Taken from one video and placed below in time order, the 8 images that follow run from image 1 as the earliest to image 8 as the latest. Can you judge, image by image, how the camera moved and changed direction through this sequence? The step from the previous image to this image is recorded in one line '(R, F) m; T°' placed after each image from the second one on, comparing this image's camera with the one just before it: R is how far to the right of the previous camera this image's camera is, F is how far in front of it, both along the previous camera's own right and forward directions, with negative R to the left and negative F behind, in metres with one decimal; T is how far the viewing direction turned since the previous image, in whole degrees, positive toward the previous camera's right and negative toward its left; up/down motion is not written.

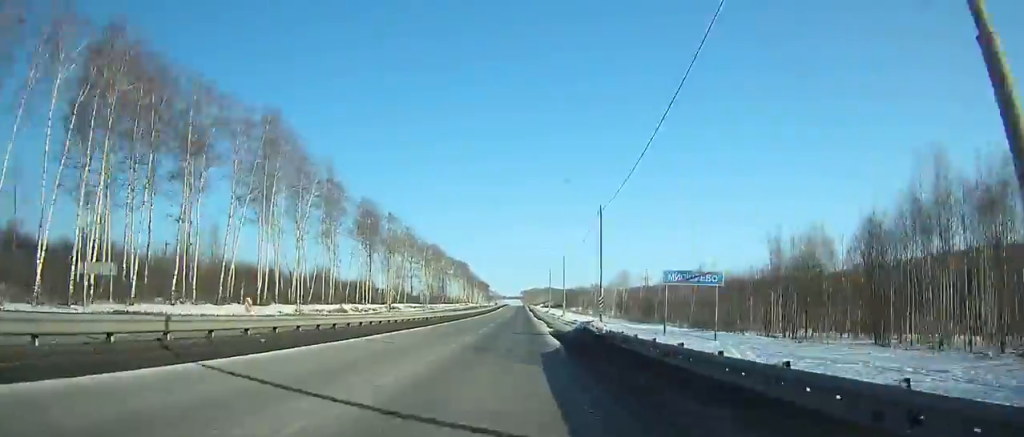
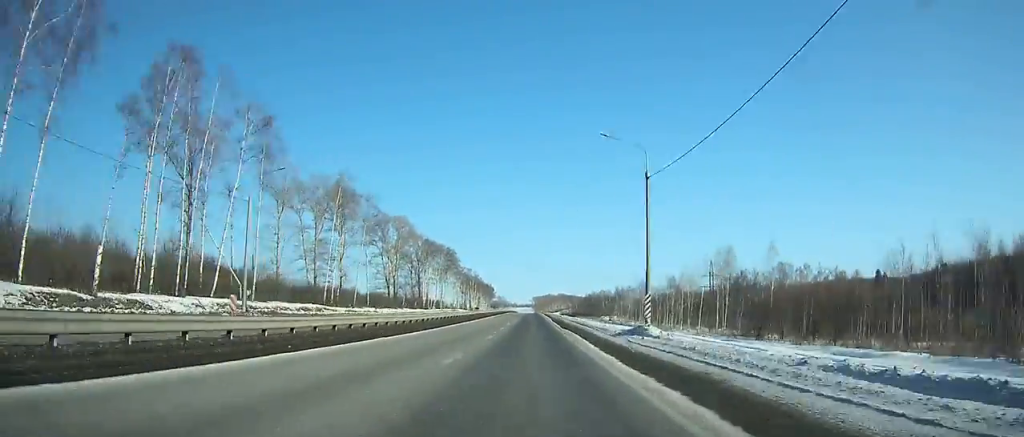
(-0.6, +93.3) m; 0°
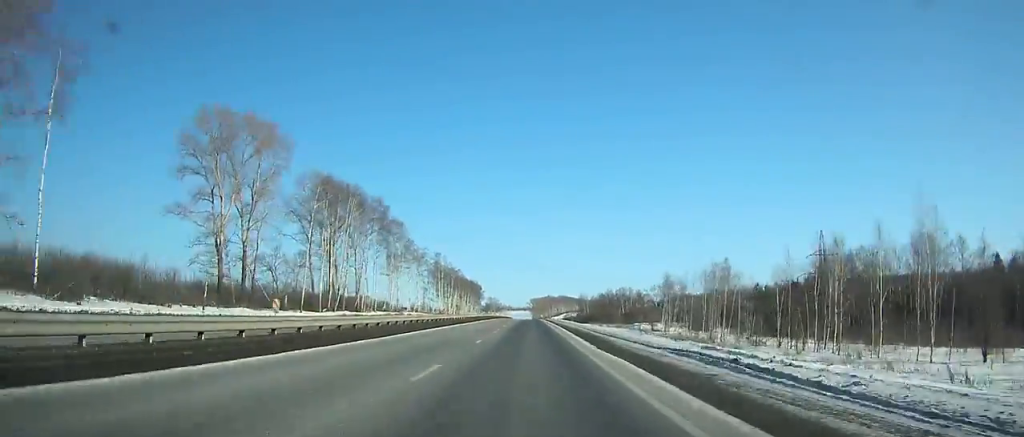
(+0.4, +86.5) m; 0°
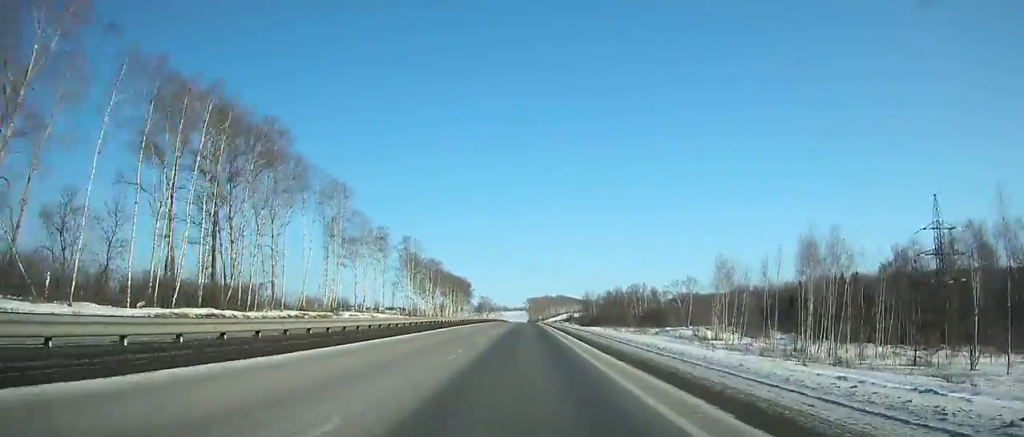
(-0.1, +42.4) m; 0°
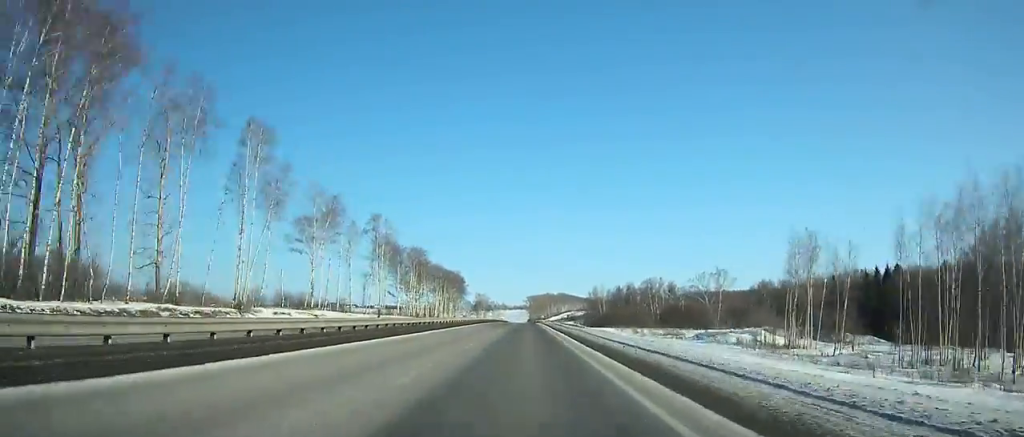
(0.0, +29.9) m; 0°
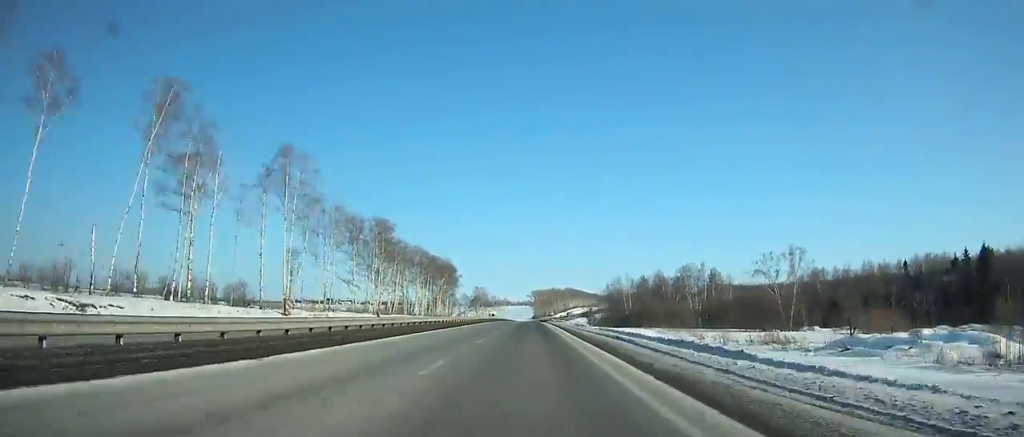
(-0.1, +44.9) m; 0°
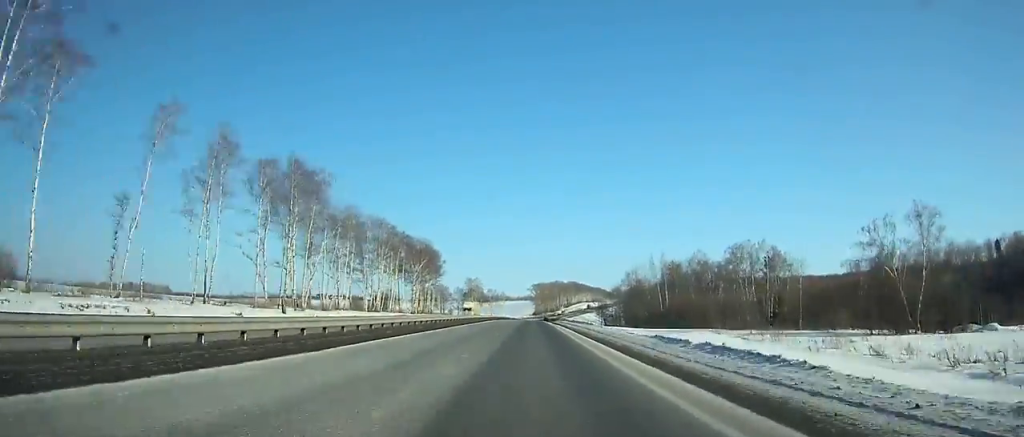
(0.0, +42.2) m; 0°
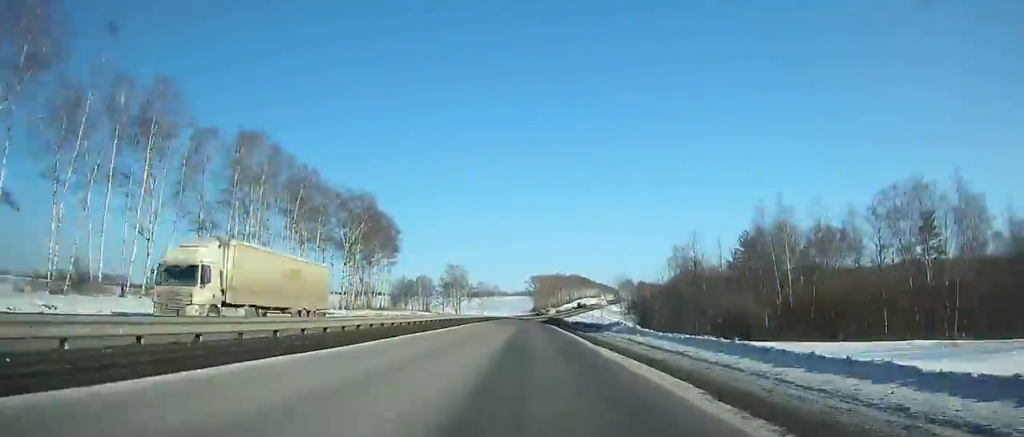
(0.0, +59.2) m; 0°
